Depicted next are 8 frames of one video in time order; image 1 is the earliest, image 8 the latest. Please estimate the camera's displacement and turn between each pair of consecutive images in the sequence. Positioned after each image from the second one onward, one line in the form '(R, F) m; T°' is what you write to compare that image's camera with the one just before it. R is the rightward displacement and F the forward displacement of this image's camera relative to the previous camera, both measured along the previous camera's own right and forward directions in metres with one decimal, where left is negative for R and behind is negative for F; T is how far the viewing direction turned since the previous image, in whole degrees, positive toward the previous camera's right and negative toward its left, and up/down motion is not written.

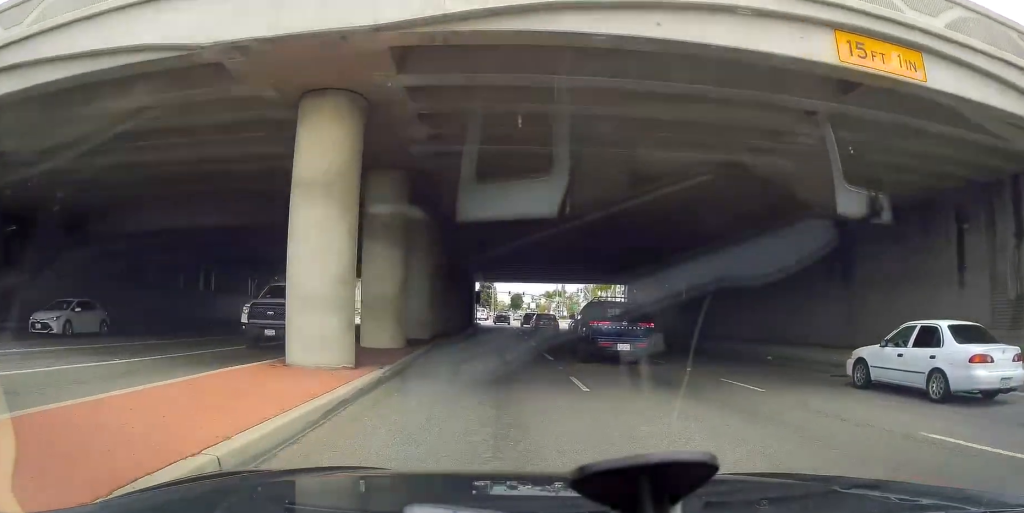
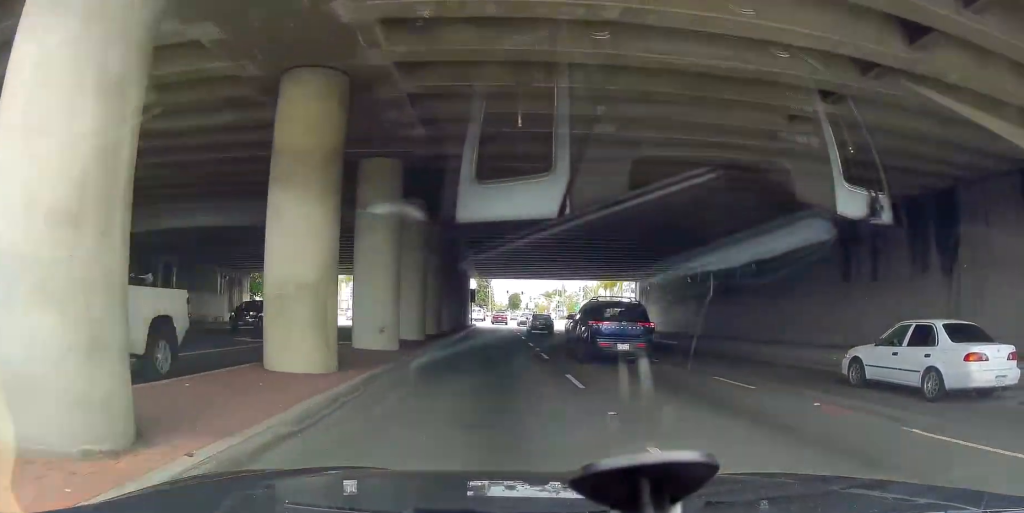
(0.0, +7.0) m; 0°
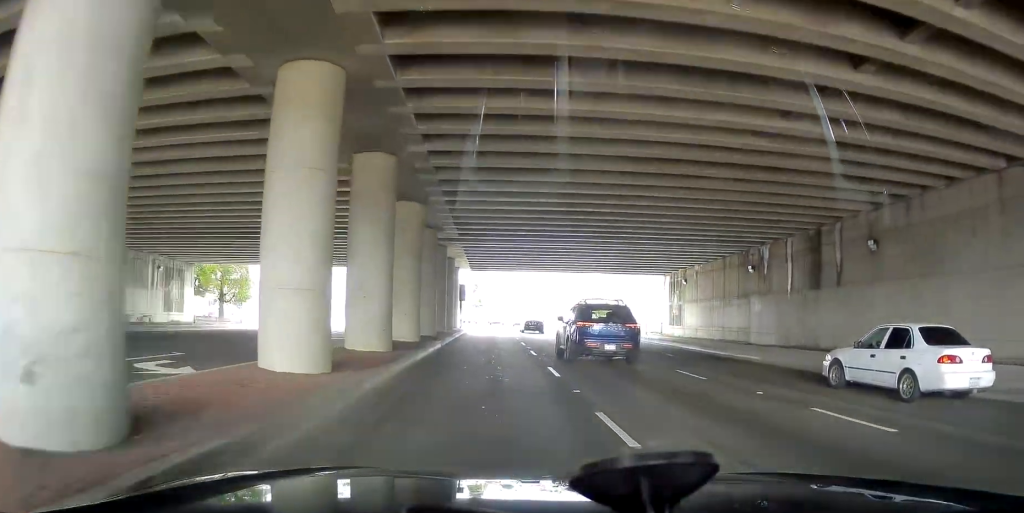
(0.0, +12.2) m; 0°
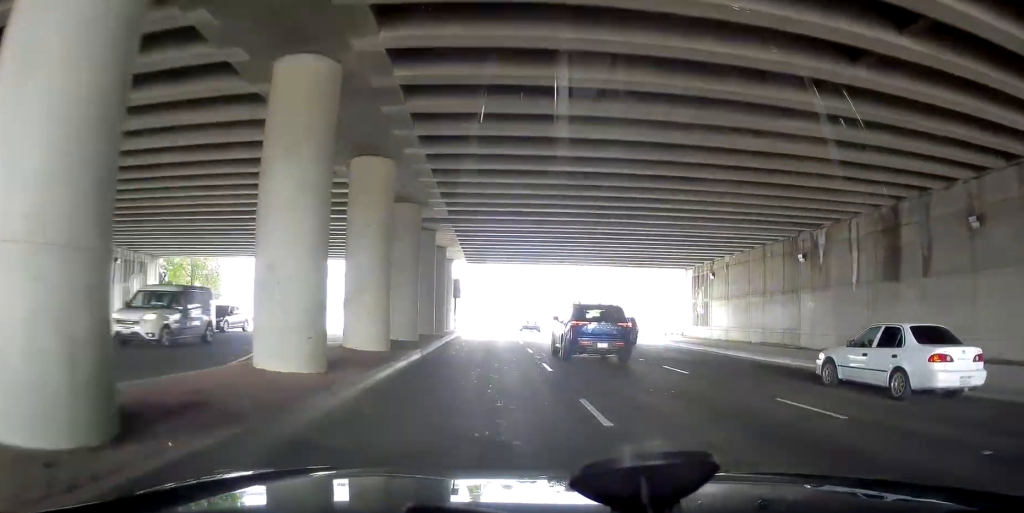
(0.0, +6.0) m; 0°
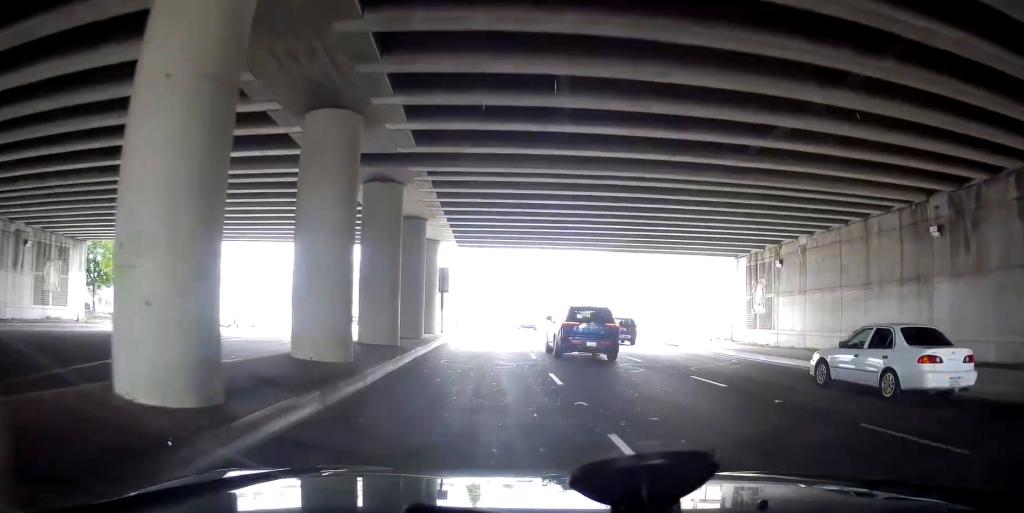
(0.0, +9.6) m; 0°
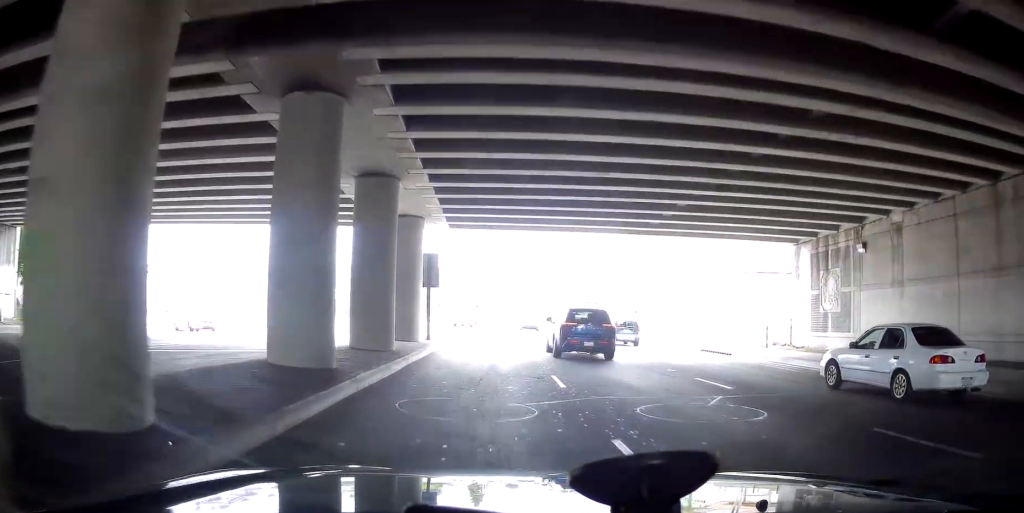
(0.0, +6.8) m; 0°
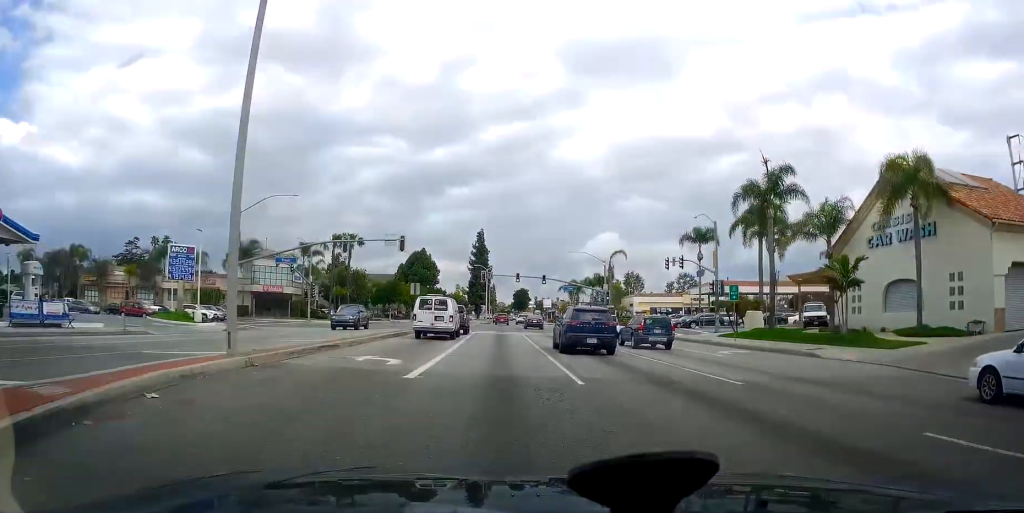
(-0.3, +25.9) m; -4°
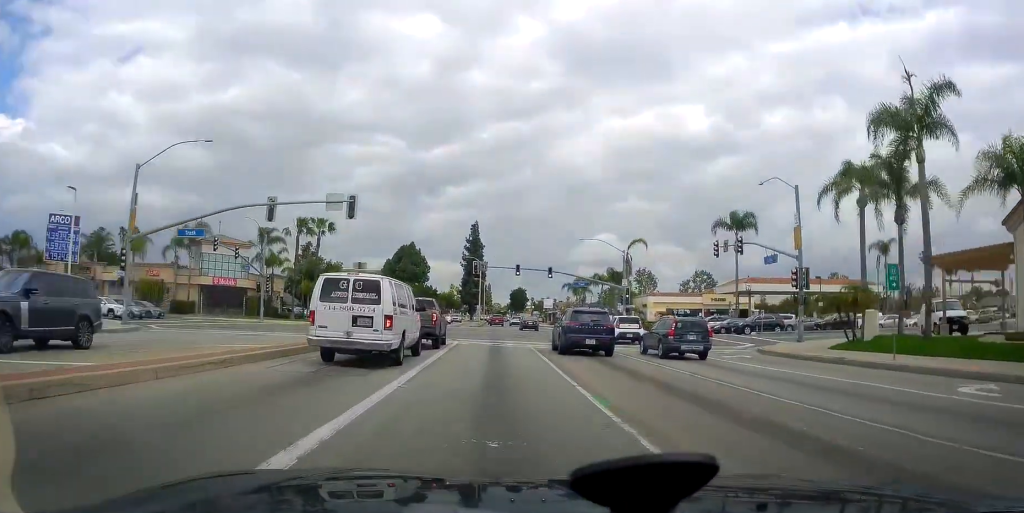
(-0.5, +14.7) m; +1°
